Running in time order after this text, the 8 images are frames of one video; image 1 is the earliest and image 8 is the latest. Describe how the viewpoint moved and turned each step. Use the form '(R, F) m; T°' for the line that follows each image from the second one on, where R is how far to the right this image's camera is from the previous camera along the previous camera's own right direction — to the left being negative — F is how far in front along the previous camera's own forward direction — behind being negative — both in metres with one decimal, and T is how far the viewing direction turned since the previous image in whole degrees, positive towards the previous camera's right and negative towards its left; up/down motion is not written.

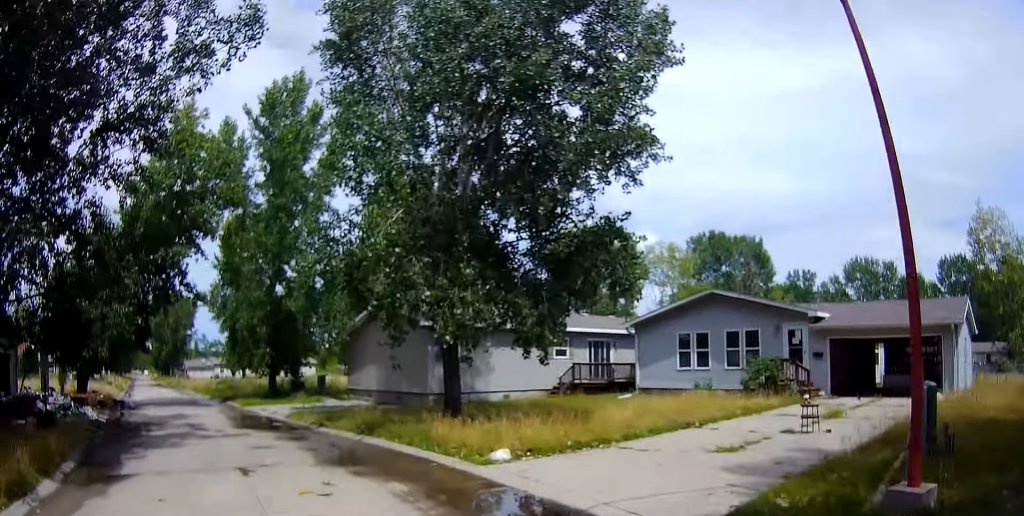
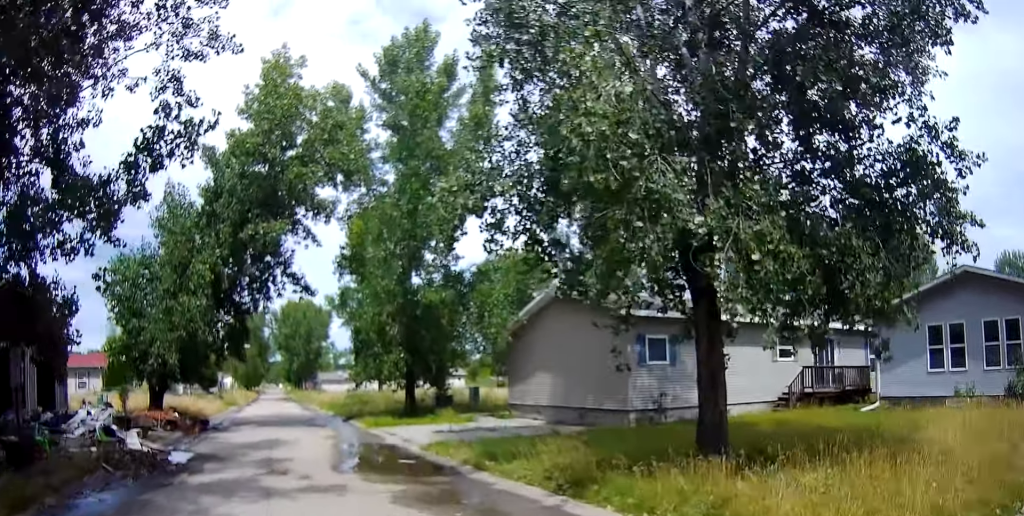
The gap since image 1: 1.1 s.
(-0.5, +6.6) m; -10°
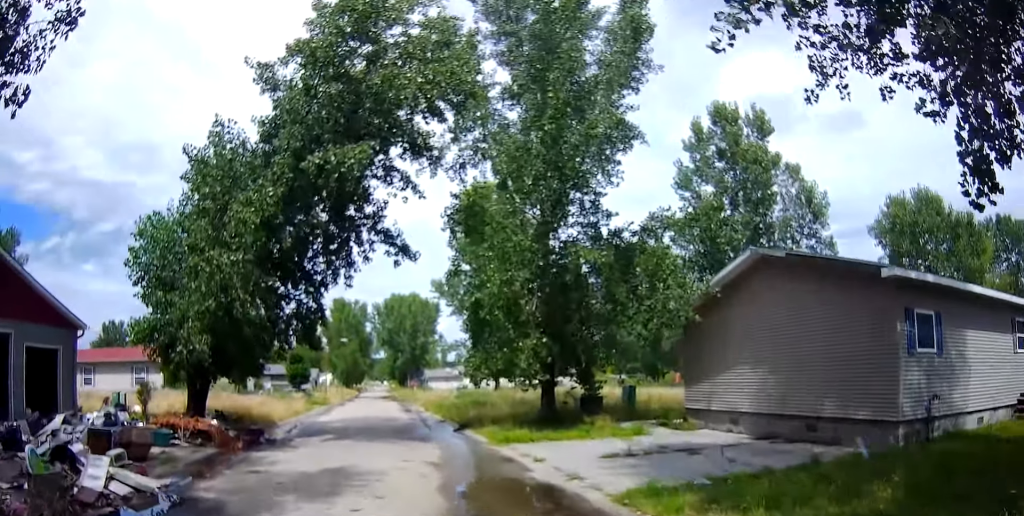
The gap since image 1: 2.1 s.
(-0.7, +6.7) m; -12°
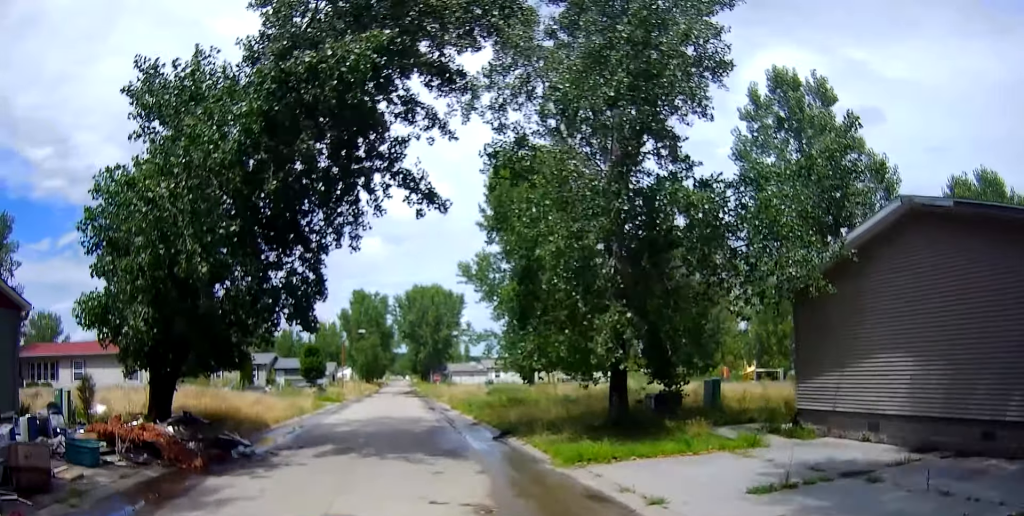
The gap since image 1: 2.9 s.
(-0.5, +4.6) m; -5°
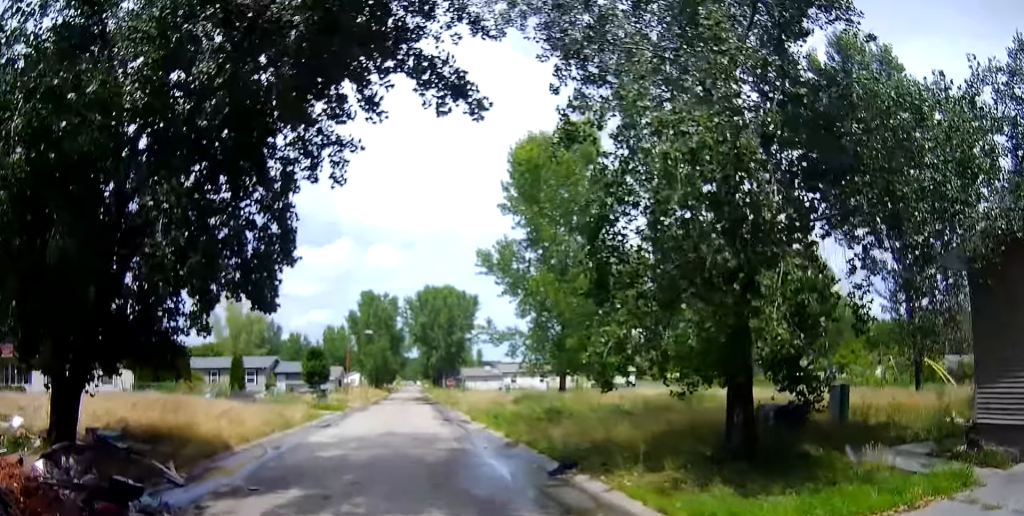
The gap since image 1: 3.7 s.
(-0.1, +5.2) m; +1°
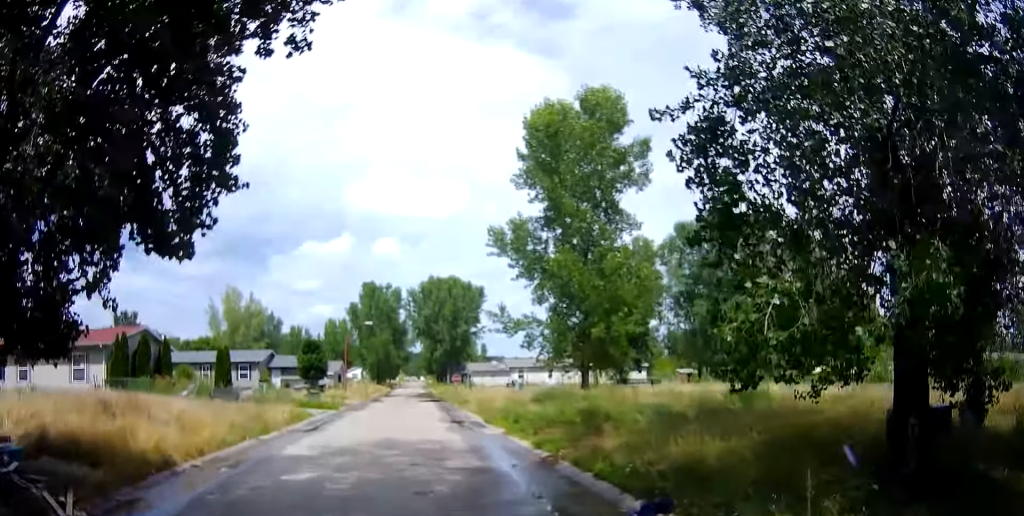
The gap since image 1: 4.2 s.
(0.0, +3.7) m; +1°
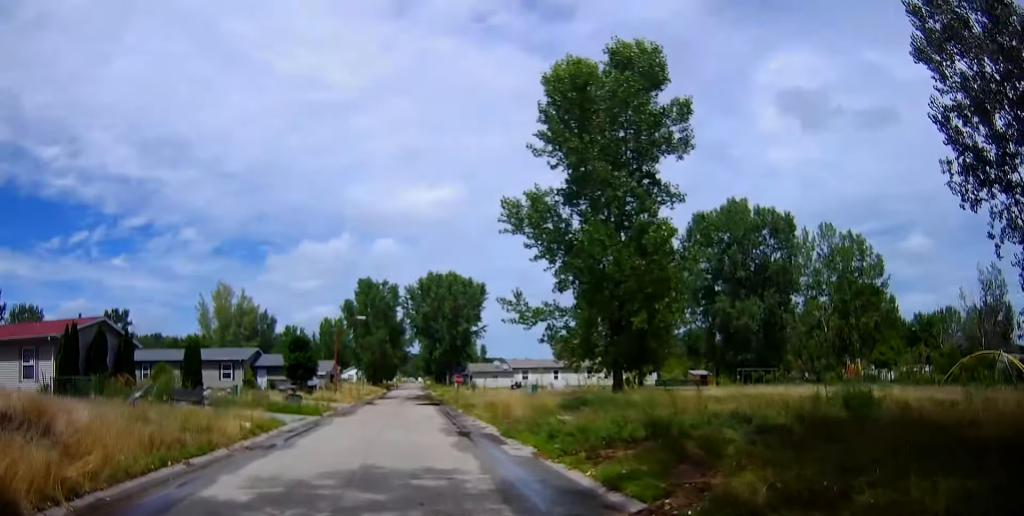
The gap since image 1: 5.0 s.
(+0.3, +4.7) m; 0°
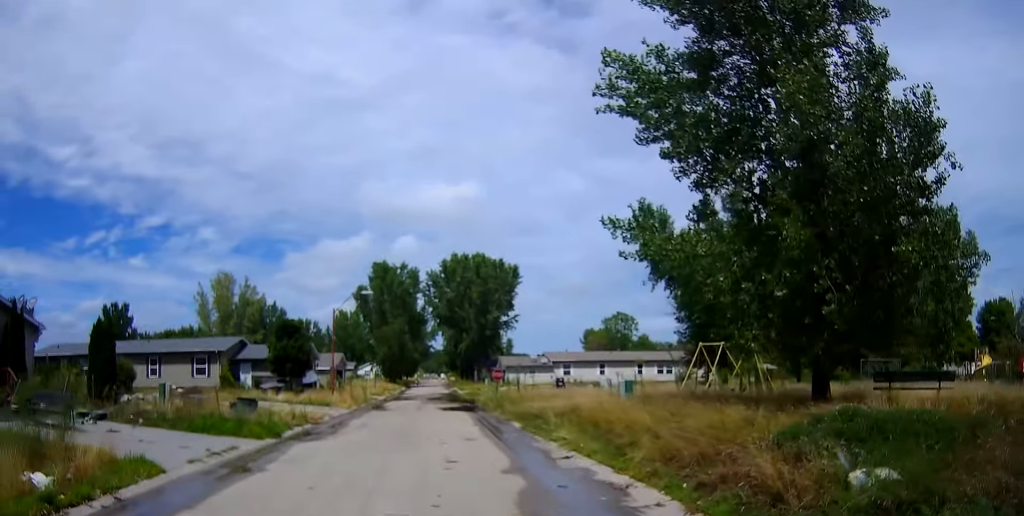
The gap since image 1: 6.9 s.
(-0.7, +11.8) m; -4°
